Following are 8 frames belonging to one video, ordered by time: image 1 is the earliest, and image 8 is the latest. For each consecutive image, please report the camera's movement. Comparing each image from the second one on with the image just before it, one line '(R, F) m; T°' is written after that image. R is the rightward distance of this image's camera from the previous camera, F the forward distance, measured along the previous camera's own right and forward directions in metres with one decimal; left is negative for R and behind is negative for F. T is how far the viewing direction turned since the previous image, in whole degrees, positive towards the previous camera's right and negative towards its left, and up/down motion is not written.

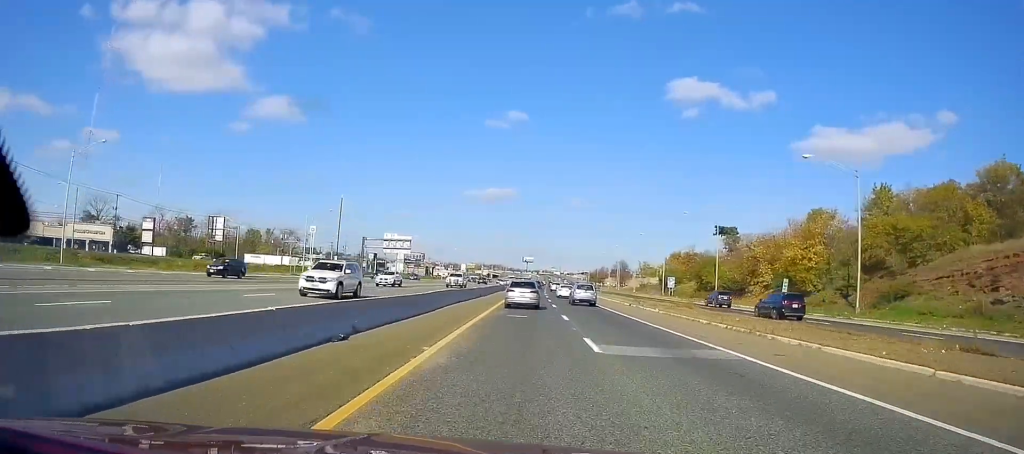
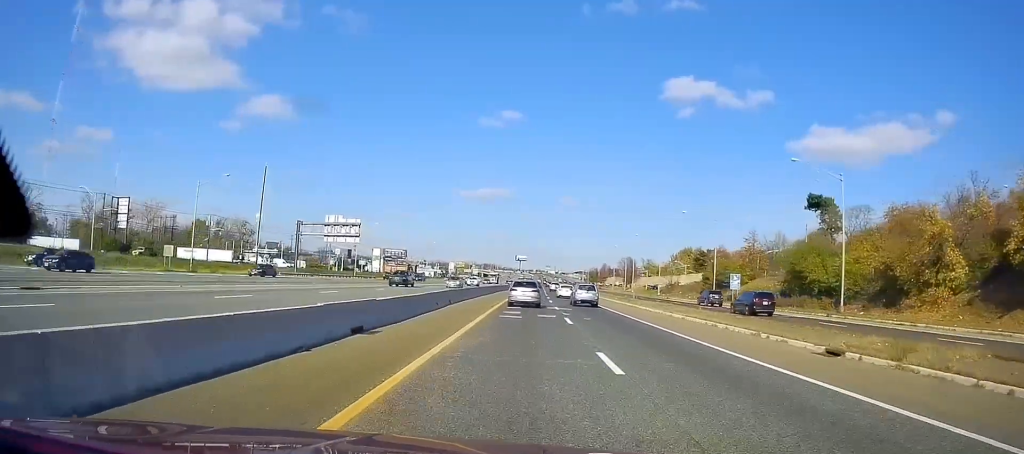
(+0.6, +38.0) m; +1°
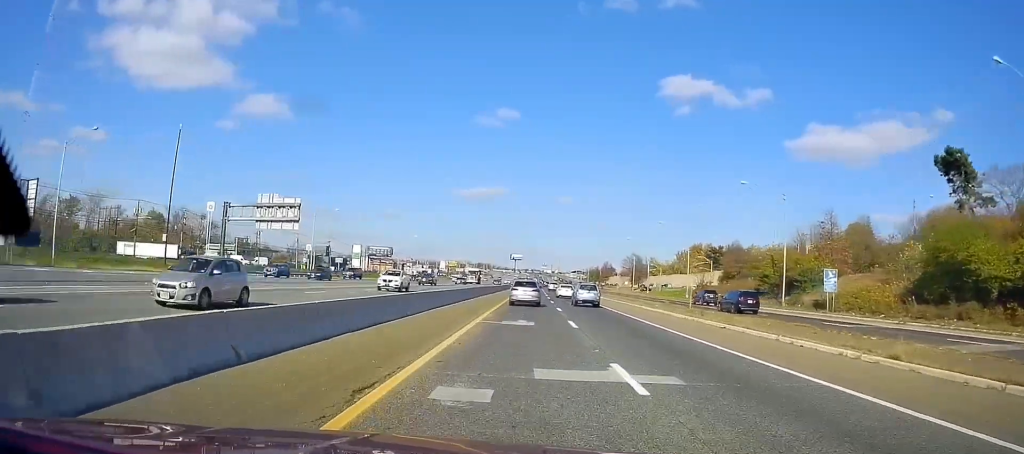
(-0.2, +26.0) m; 0°
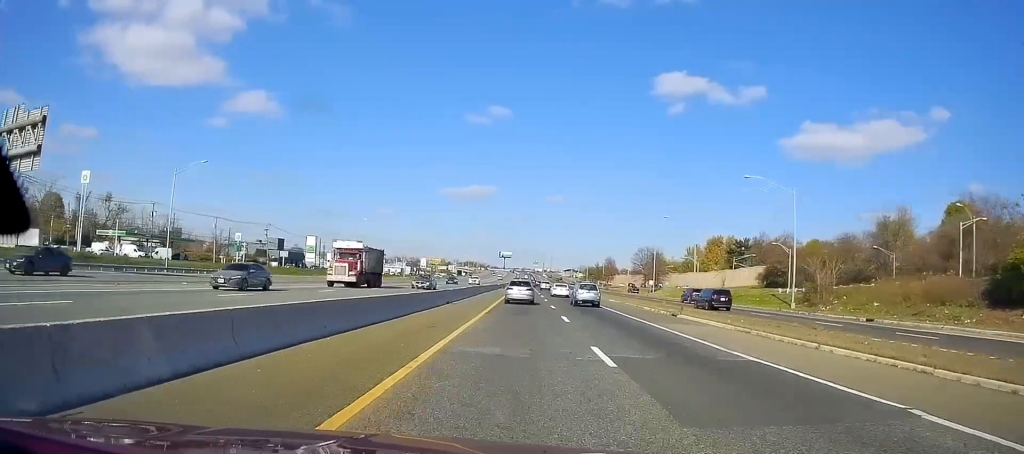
(+0.3, +45.4) m; +1°
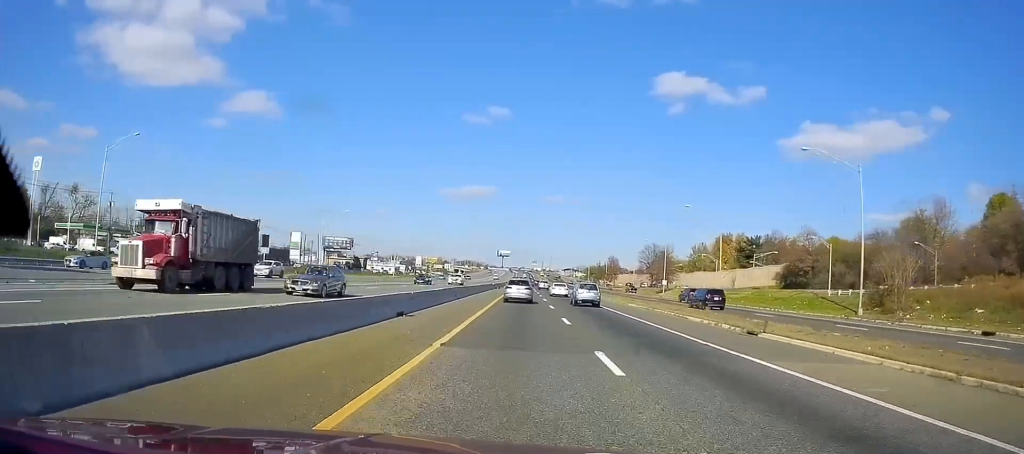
(0.0, +13.3) m; 0°
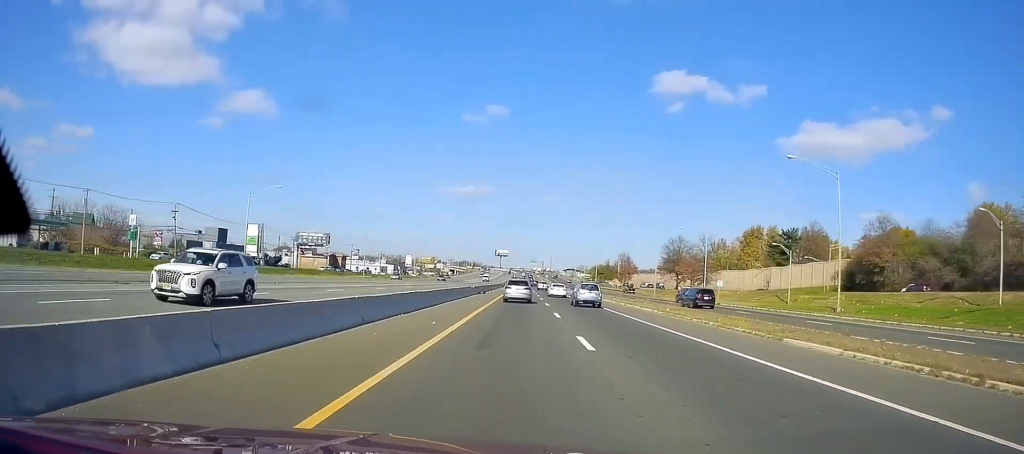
(+0.3, +32.8) m; +1°
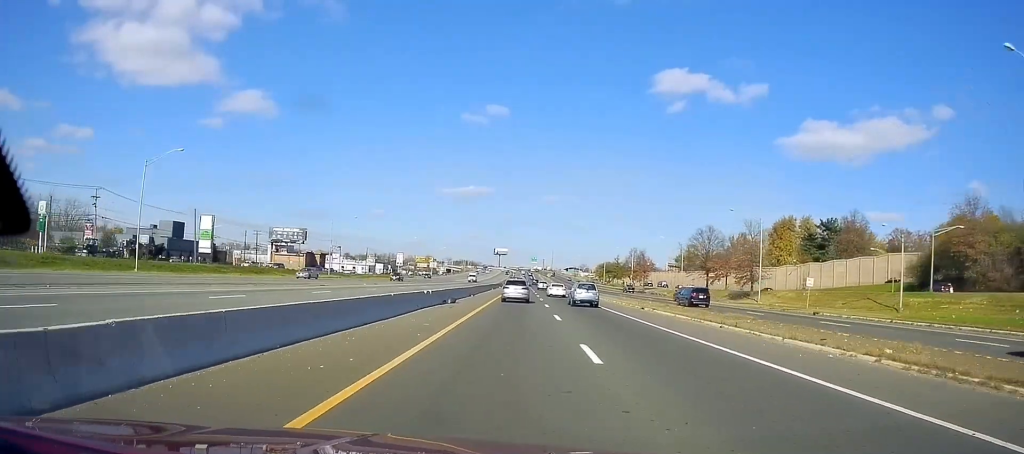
(+0.2, +26.4) m; 0°
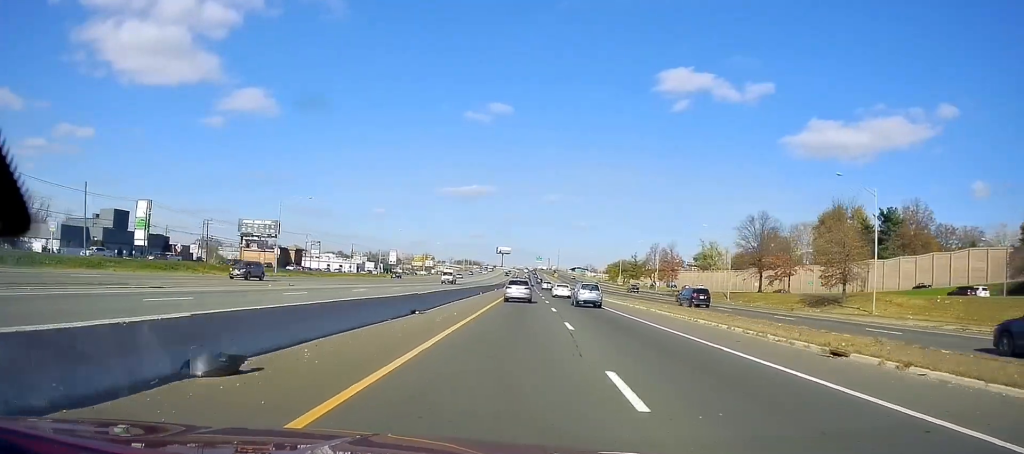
(-0.5, +28.8) m; 0°
